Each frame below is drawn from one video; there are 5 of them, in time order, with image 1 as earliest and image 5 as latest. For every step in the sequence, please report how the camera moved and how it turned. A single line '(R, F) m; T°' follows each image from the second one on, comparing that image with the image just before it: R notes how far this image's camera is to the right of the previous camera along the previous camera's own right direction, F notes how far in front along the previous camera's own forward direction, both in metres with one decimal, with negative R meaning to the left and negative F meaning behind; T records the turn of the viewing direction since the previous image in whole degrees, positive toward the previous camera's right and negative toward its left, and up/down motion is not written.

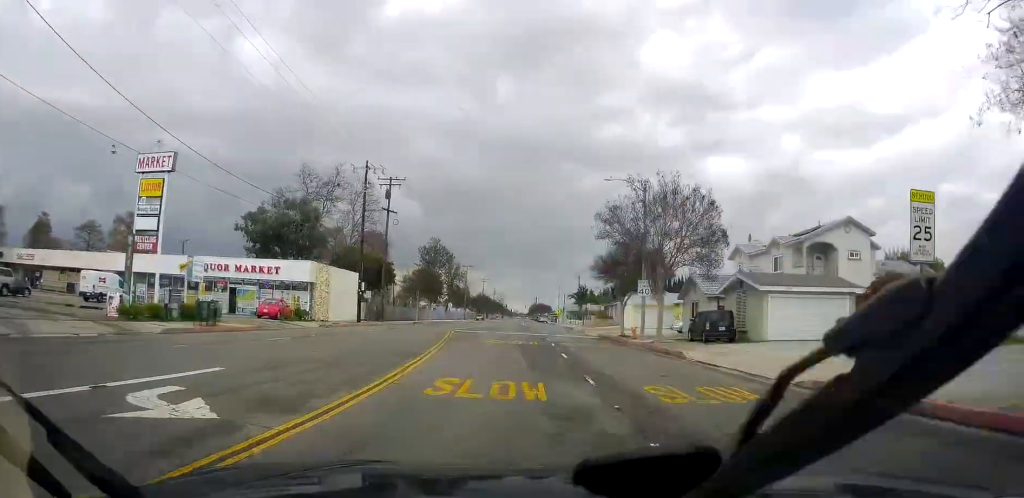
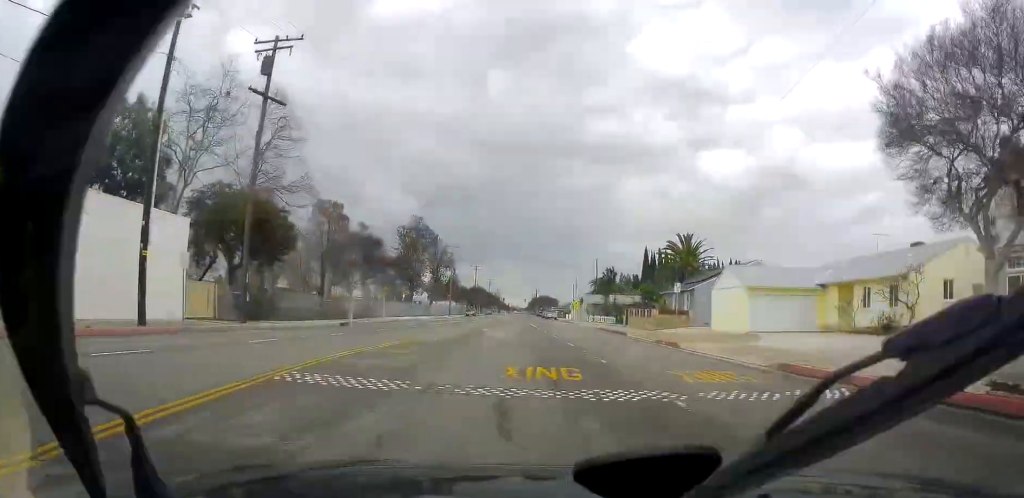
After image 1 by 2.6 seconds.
(+1.9, +31.0) m; +5°
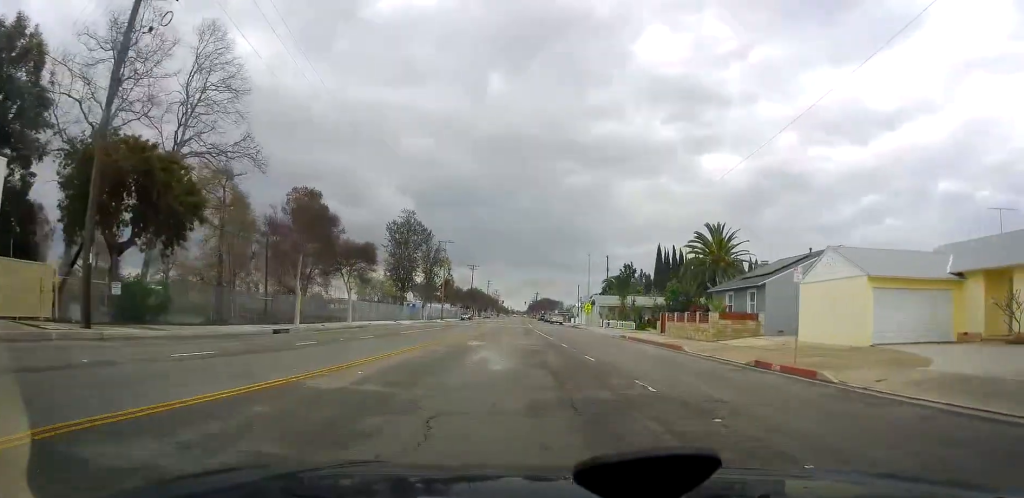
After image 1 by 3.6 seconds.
(0.0, +12.5) m; -2°
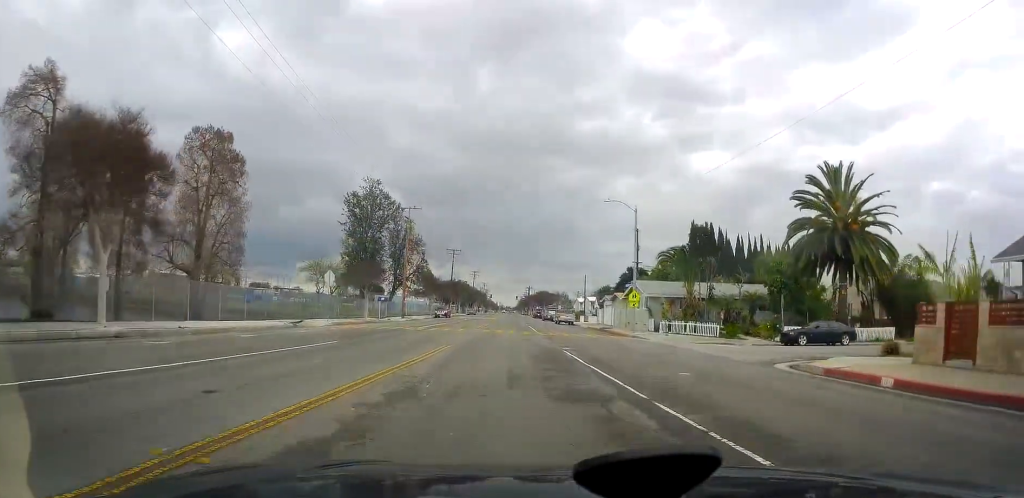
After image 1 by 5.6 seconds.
(+0.1, +30.3) m; +2°
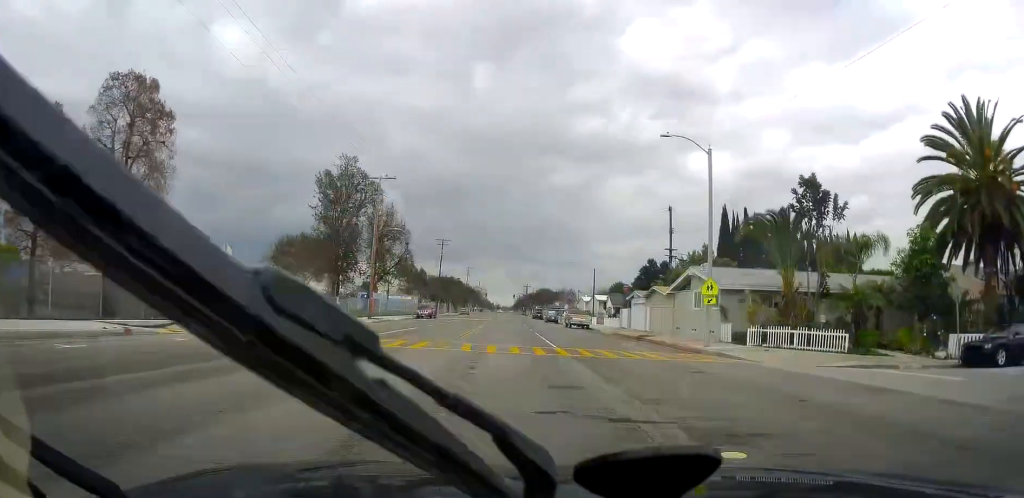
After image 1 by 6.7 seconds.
(0.0, +17.0) m; 0°
